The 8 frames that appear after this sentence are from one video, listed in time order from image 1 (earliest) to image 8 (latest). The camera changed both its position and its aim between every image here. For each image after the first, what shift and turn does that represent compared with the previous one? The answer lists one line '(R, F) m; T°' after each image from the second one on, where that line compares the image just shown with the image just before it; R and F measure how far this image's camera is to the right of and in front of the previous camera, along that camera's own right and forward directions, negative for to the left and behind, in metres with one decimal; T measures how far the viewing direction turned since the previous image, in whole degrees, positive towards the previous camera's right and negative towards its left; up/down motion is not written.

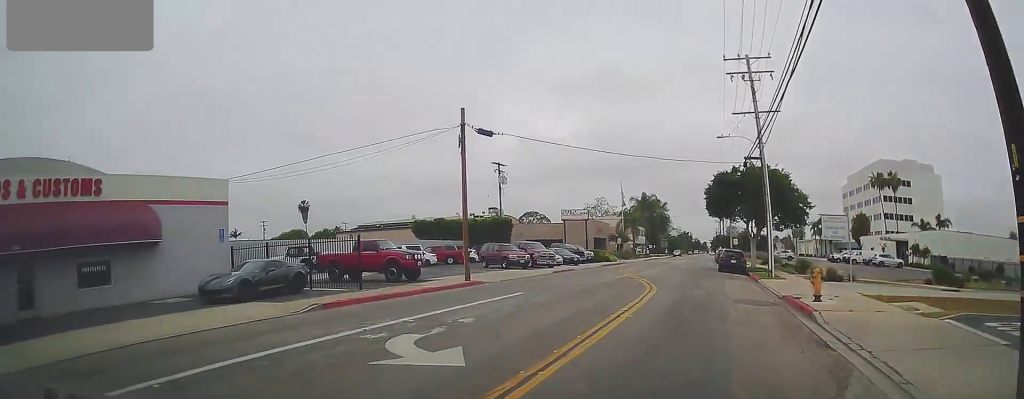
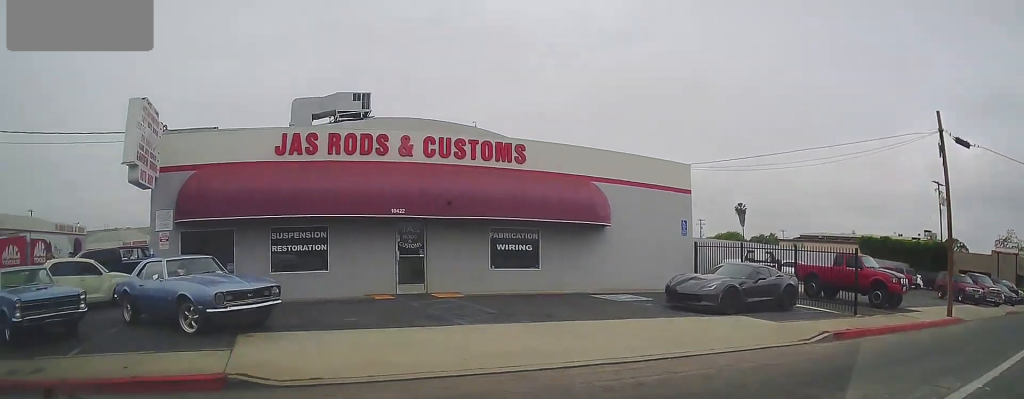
(-1.4, +3.4) m; -51°
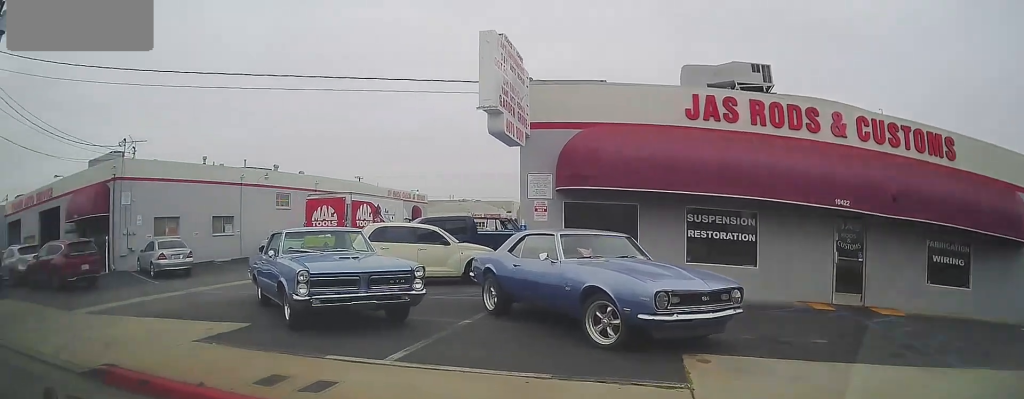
(-1.3, +2.8) m; -40°
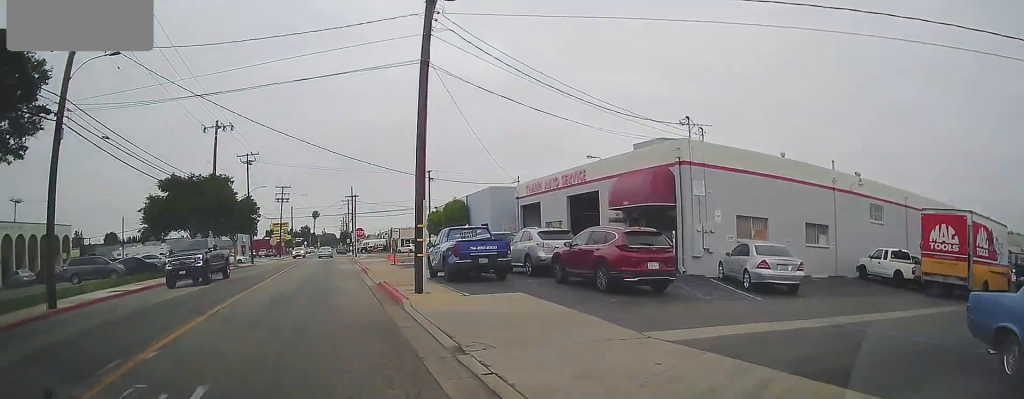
(-2.3, +4.6) m; -50°
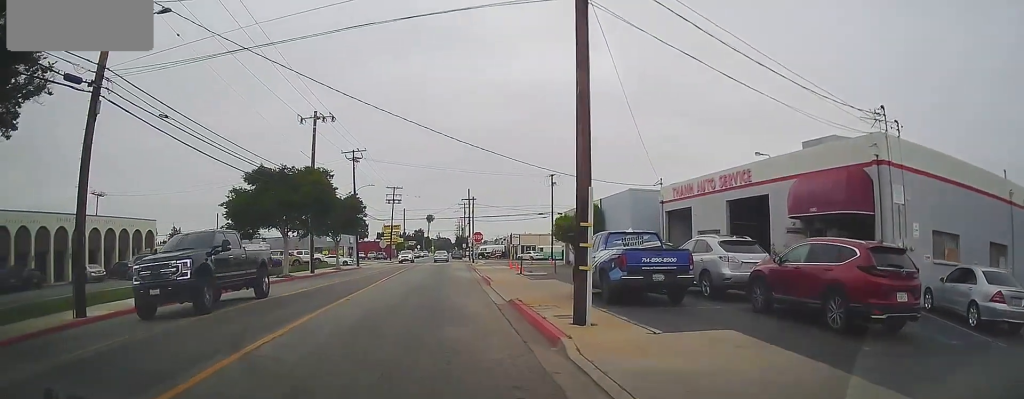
(-0.9, +4.0) m; -13°
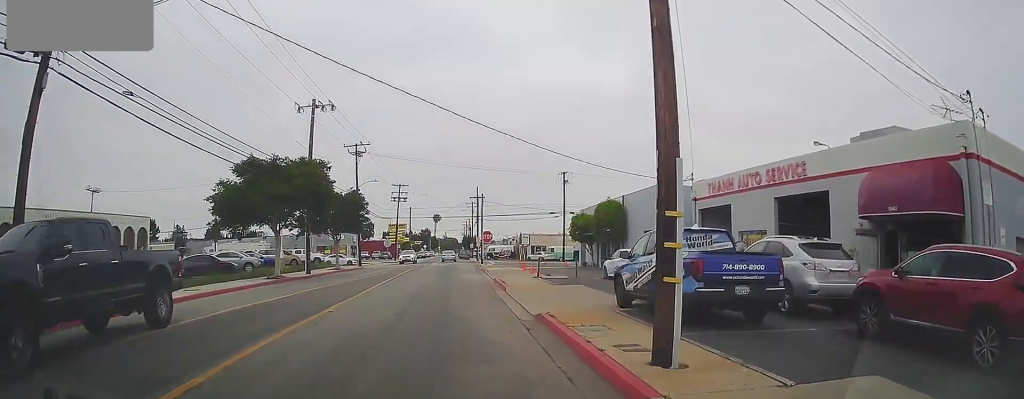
(0.0, +3.2) m; -1°
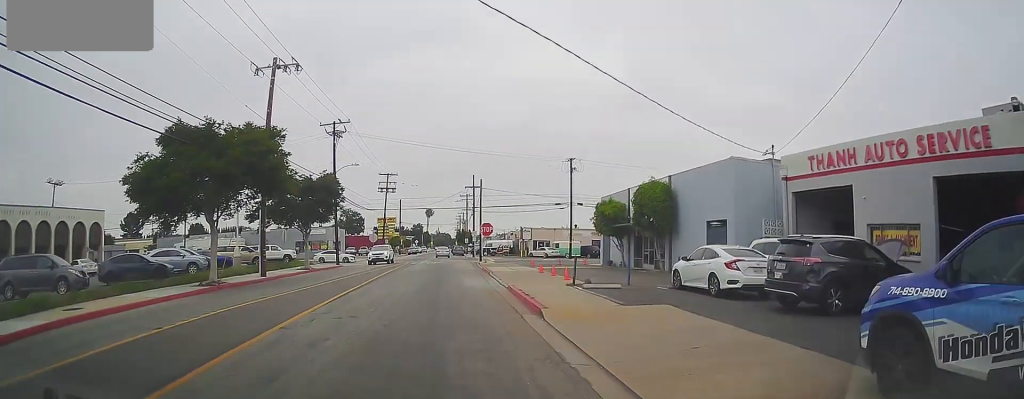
(-0.2, +8.2) m; -1°
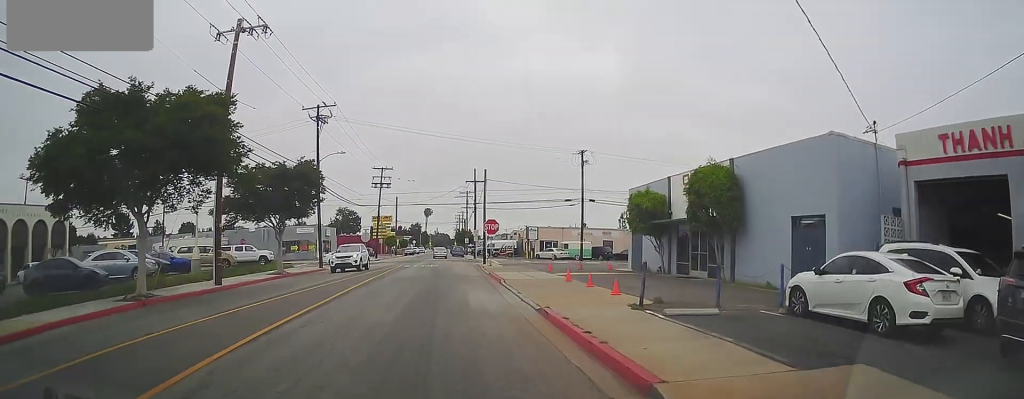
(0.0, +5.9) m; +1°
